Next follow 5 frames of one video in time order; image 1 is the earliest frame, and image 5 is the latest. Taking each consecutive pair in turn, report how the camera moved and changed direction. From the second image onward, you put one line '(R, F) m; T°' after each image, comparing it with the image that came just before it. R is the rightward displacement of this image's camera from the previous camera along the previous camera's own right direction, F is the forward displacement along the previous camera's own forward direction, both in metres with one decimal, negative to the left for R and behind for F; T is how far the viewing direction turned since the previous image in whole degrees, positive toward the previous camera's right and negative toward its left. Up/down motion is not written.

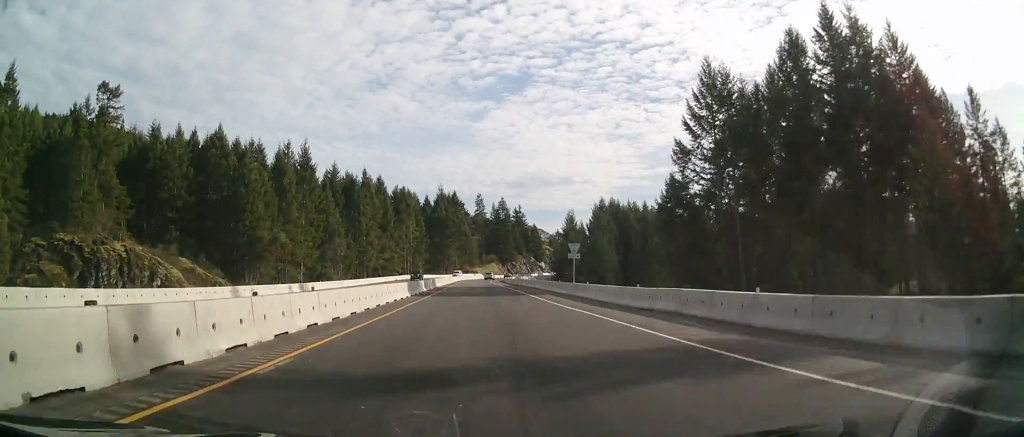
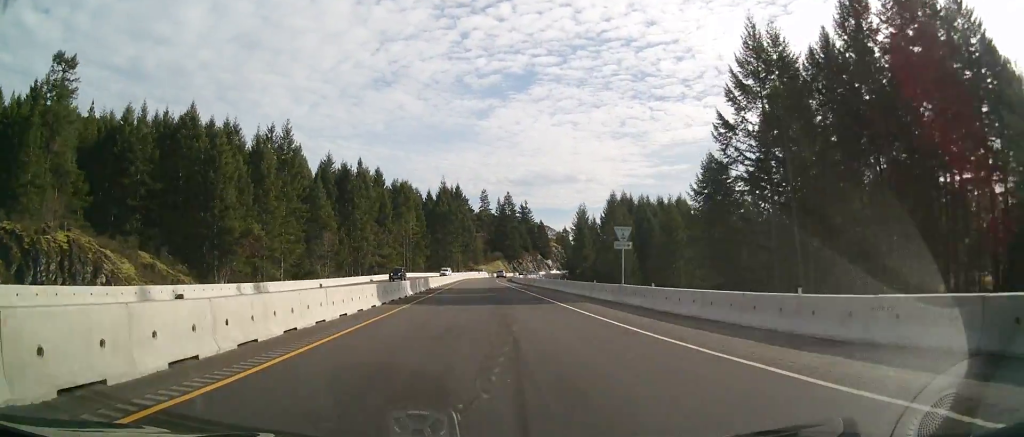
(0.0, +12.3) m; 0°
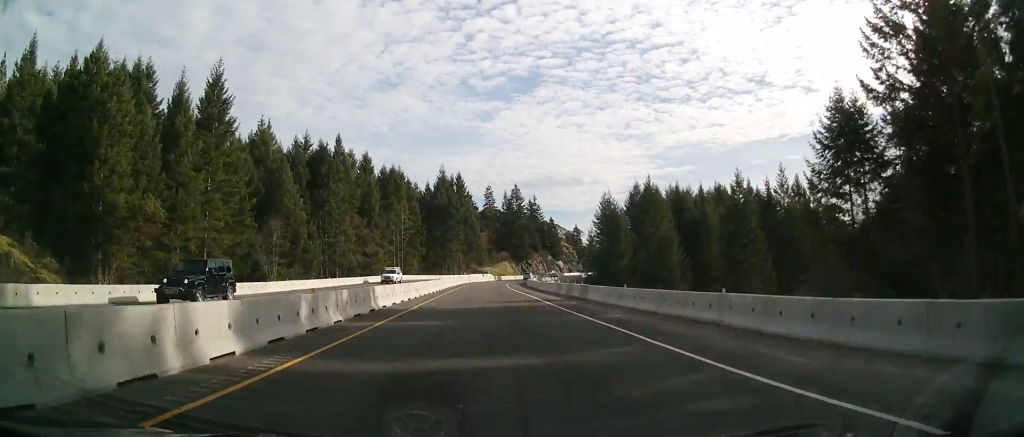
(0.0, +26.9) m; 0°
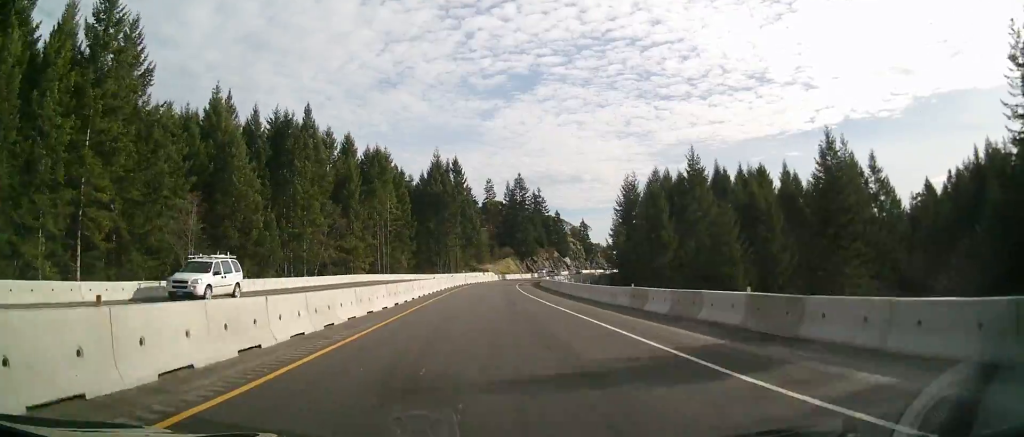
(0.0, +21.9) m; 0°
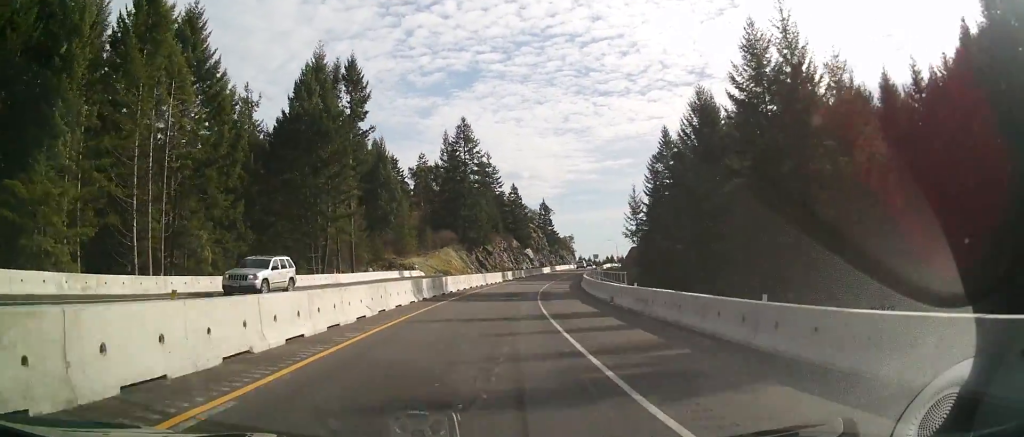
(+1.2, +73.3) m; +3°
